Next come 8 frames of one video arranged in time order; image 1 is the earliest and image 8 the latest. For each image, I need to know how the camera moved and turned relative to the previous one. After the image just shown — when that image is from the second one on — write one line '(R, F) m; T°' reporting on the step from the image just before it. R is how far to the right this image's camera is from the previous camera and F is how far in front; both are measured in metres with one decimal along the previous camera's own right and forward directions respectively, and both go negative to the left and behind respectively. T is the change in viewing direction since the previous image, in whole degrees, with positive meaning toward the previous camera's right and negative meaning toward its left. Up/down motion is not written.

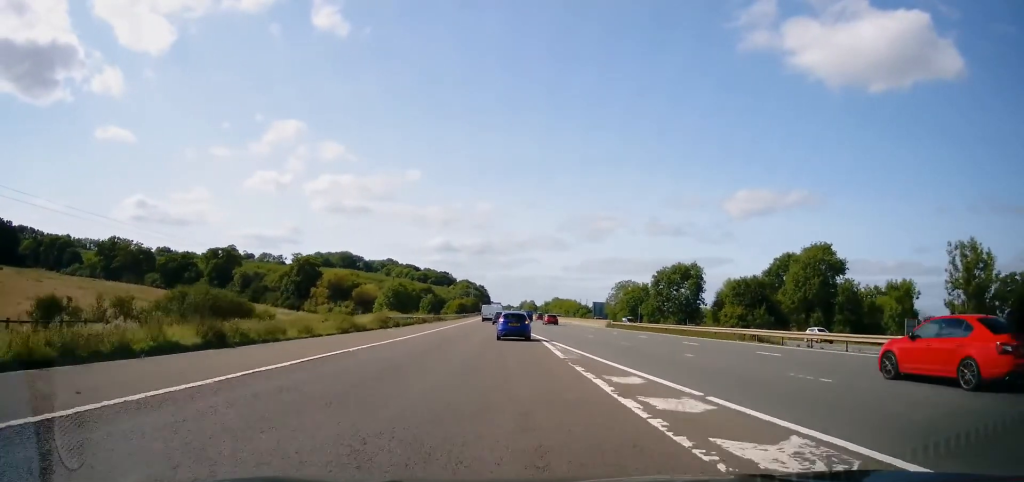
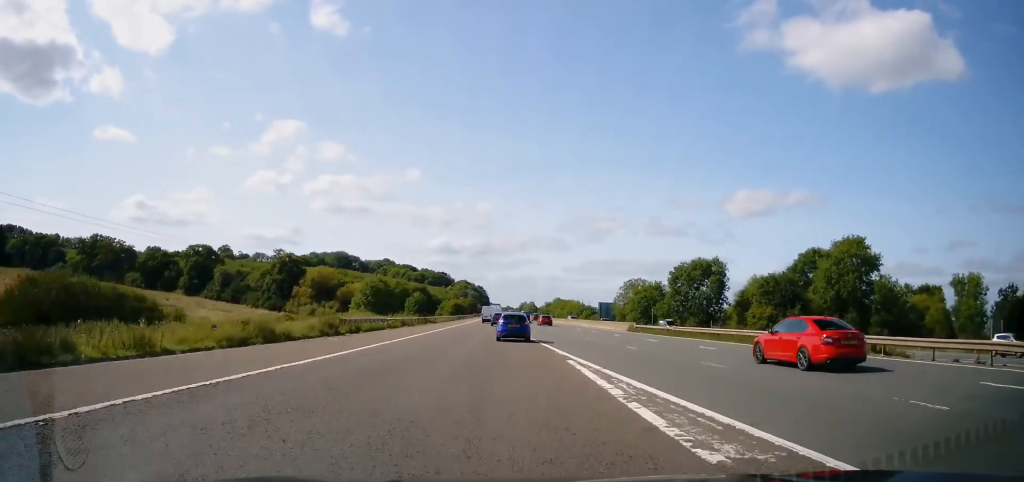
(0.0, +13.2) m; 0°
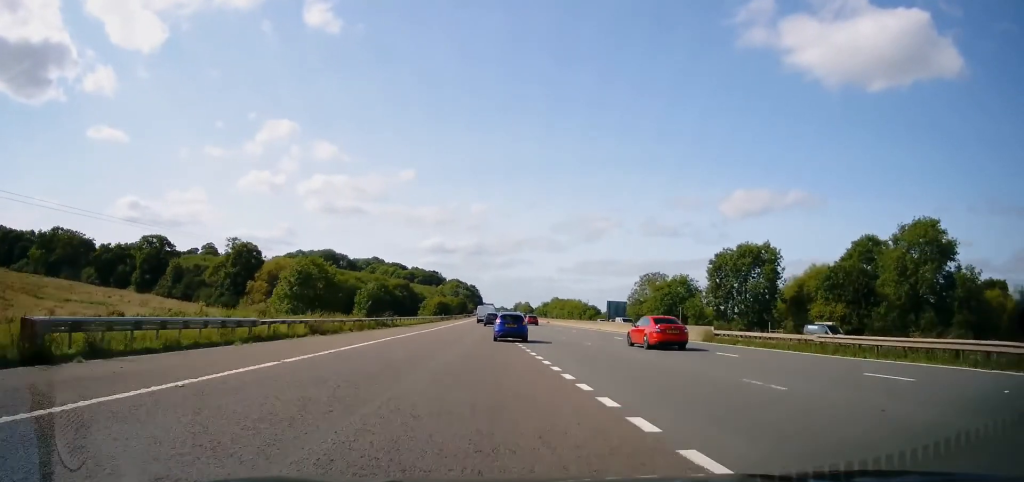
(-0.1, +22.7) m; 0°
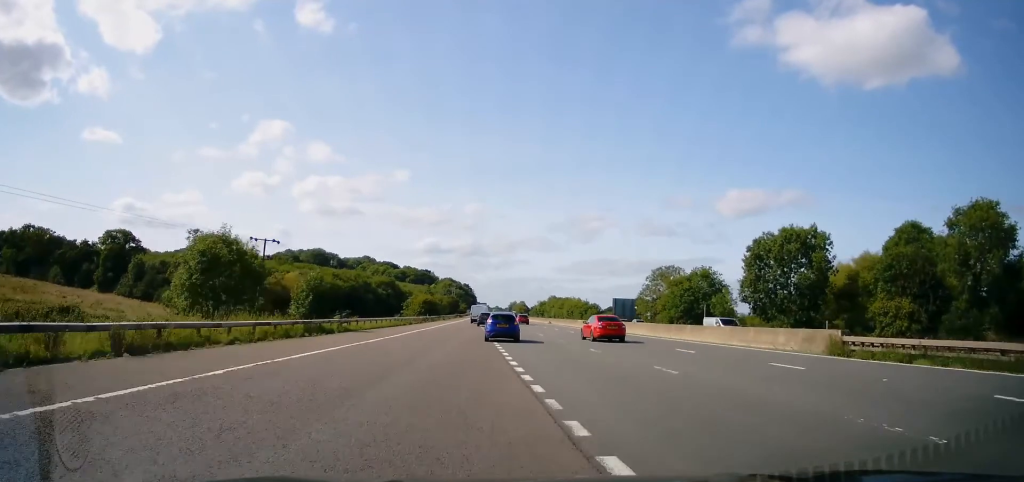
(0.0, +14.6) m; 0°
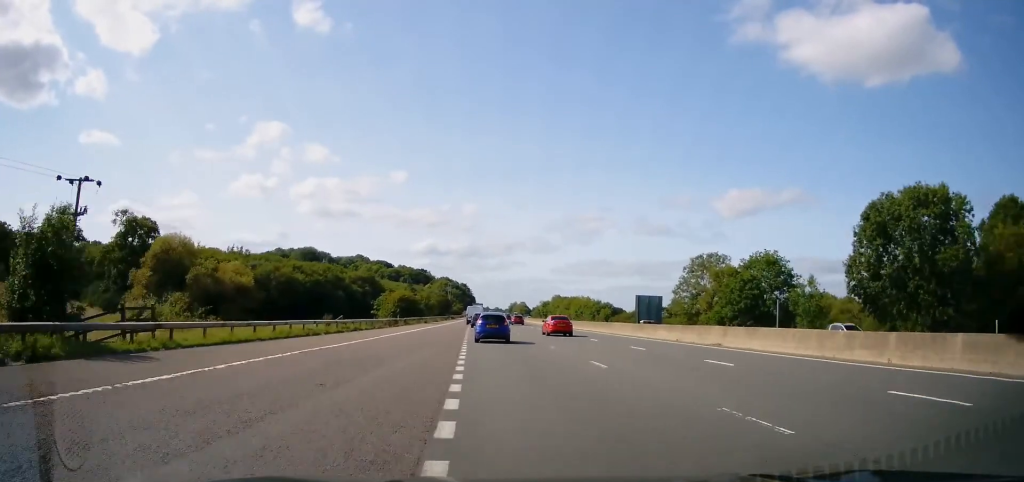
(+0.1, +24.5) m; +1°
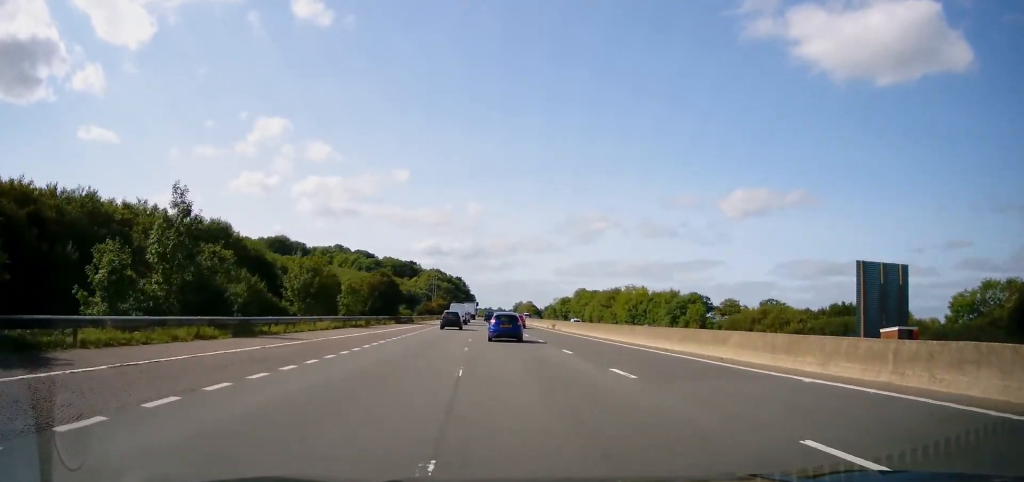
(-4.0, +76.8) m; -2°
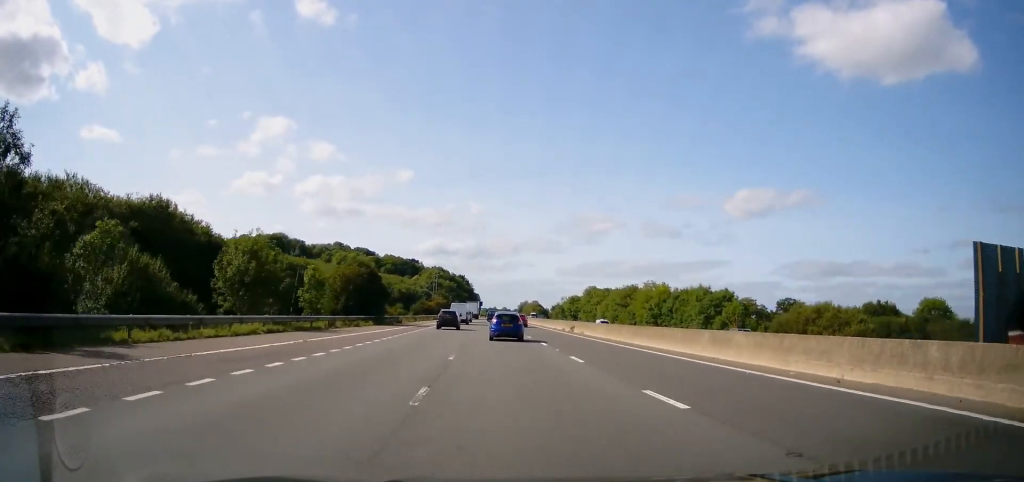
(+0.4, +15.1) m; +2°
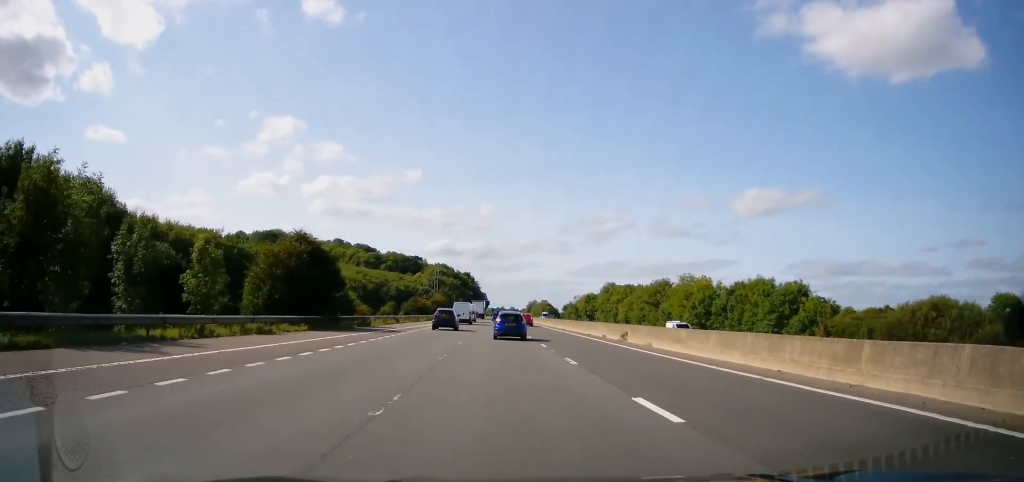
(+3.0, +23.4) m; +2°
